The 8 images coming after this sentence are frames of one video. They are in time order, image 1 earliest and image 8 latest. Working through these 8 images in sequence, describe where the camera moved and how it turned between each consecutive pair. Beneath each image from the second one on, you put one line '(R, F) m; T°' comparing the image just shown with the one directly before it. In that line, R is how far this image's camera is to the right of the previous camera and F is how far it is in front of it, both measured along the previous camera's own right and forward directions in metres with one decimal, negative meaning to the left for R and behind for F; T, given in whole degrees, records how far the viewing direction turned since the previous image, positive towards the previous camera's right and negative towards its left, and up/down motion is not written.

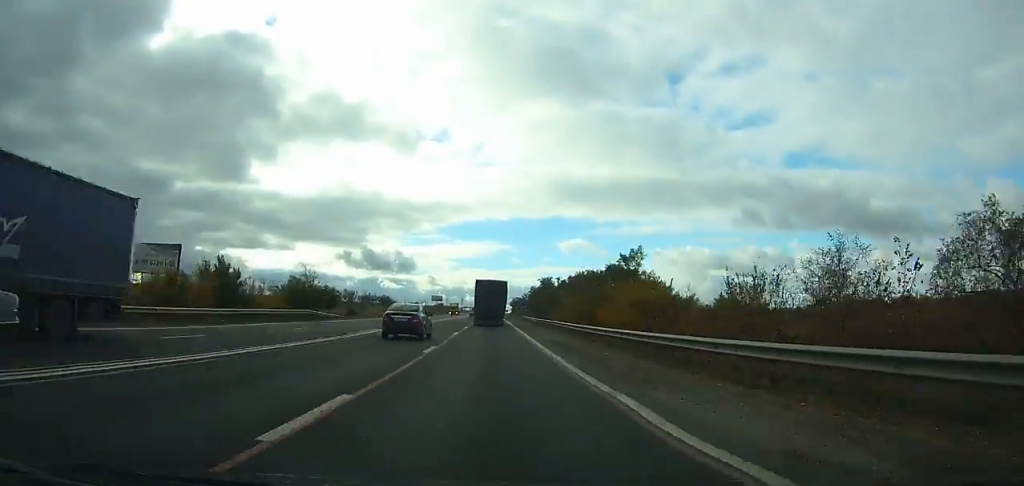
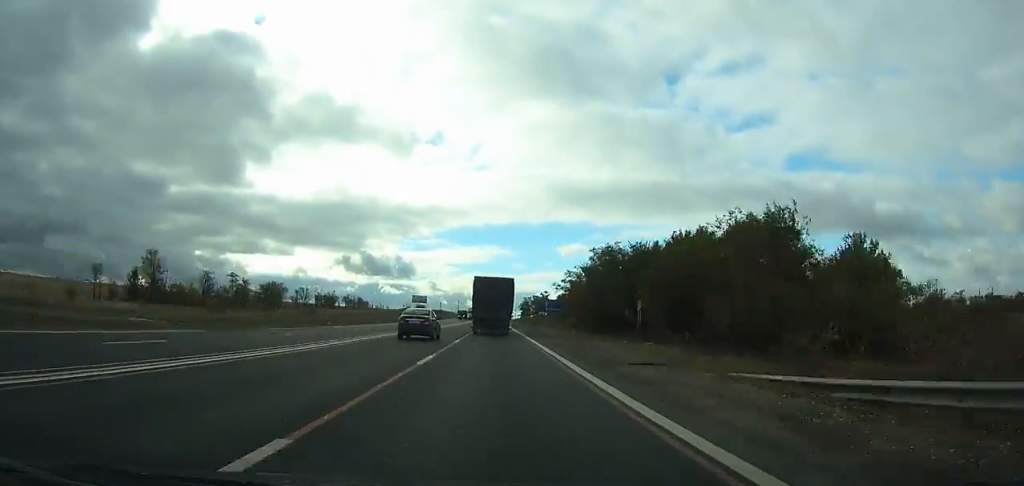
(-0.1, +90.0) m; 0°
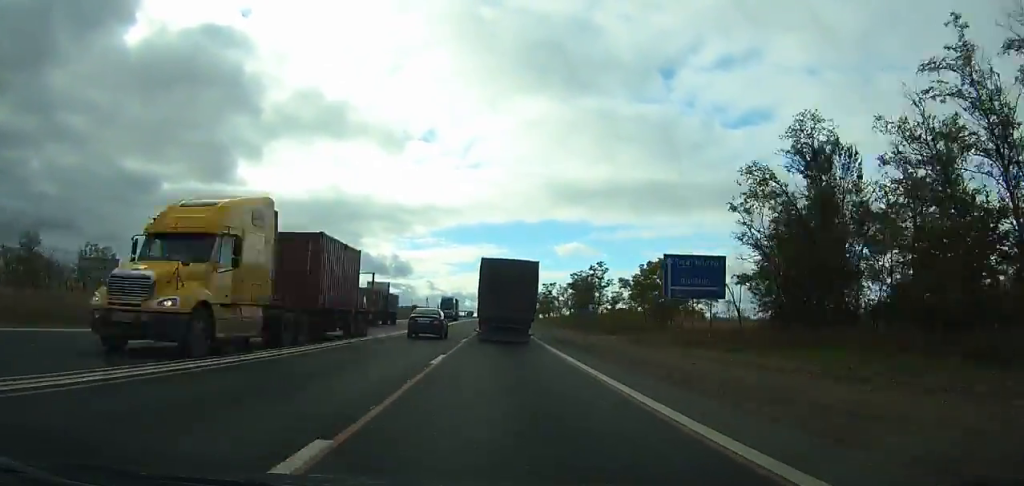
(-0.2, +85.7) m; 0°
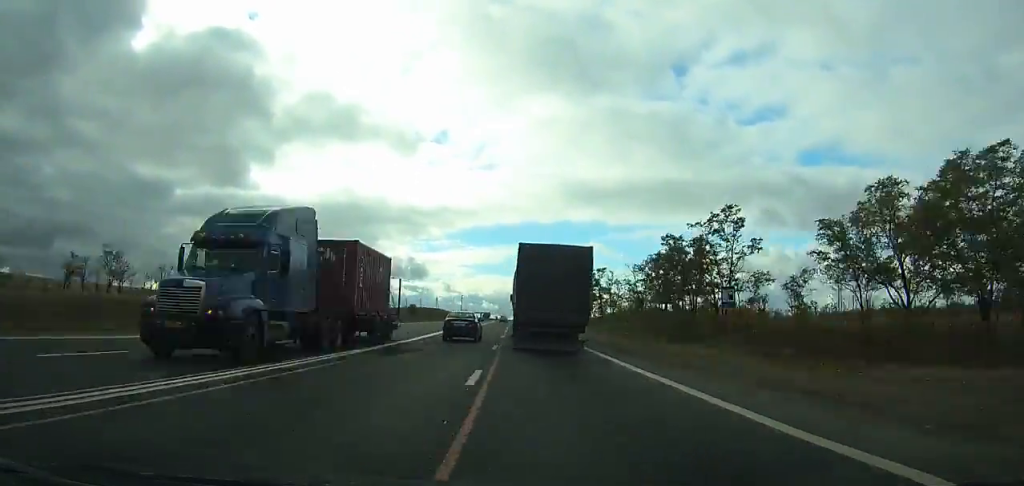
(-0.1, +40.7) m; 0°
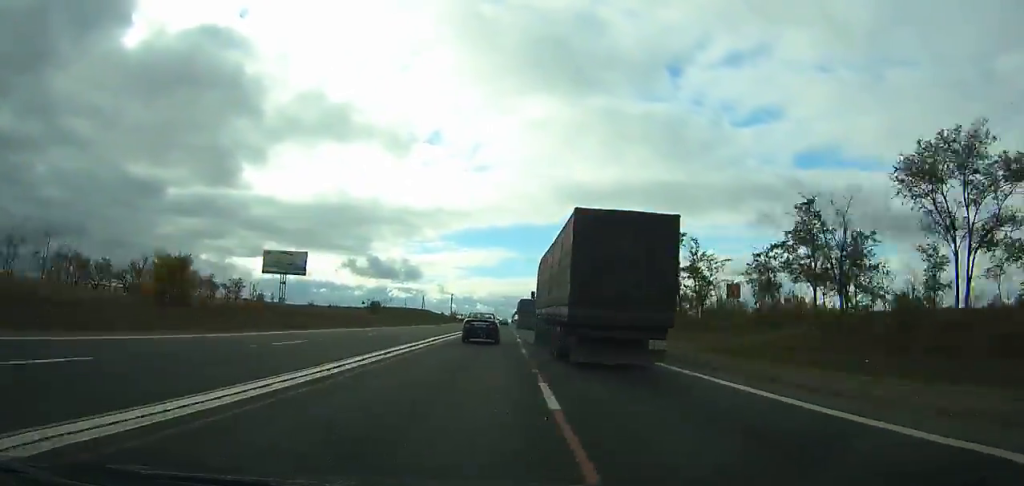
(-0.2, +38.2) m; 0°
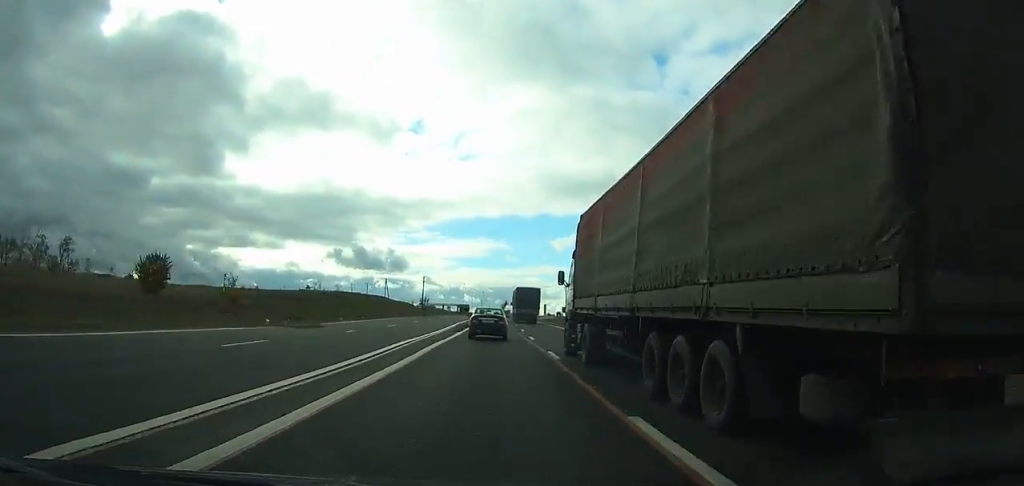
(+0.3, +63.8) m; +1°
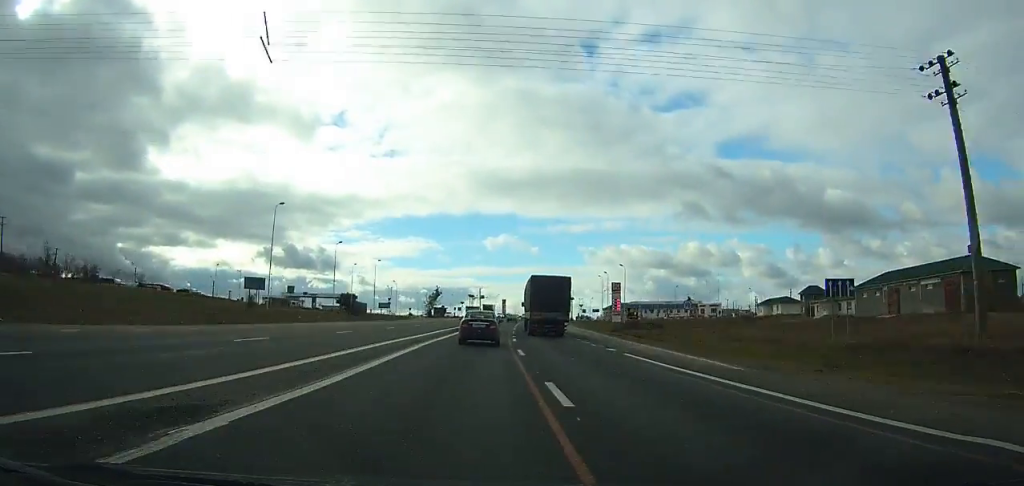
(+4.4, +177.2) m; +6°
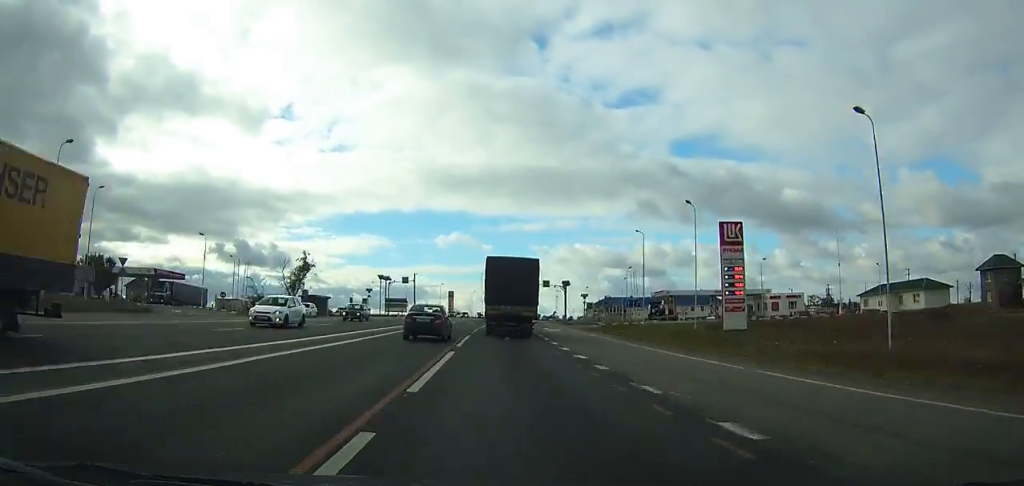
(+4.5, +79.9) m; +4°
